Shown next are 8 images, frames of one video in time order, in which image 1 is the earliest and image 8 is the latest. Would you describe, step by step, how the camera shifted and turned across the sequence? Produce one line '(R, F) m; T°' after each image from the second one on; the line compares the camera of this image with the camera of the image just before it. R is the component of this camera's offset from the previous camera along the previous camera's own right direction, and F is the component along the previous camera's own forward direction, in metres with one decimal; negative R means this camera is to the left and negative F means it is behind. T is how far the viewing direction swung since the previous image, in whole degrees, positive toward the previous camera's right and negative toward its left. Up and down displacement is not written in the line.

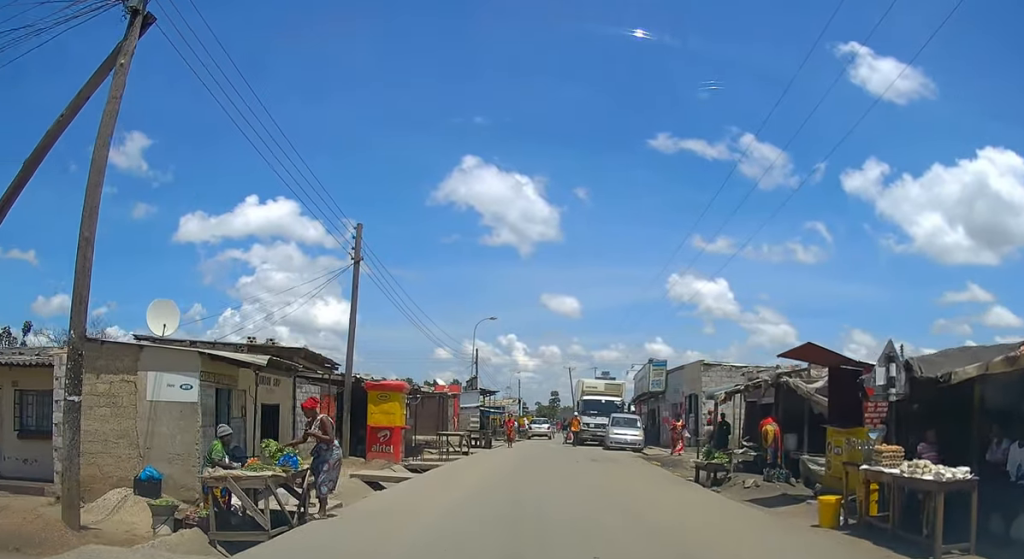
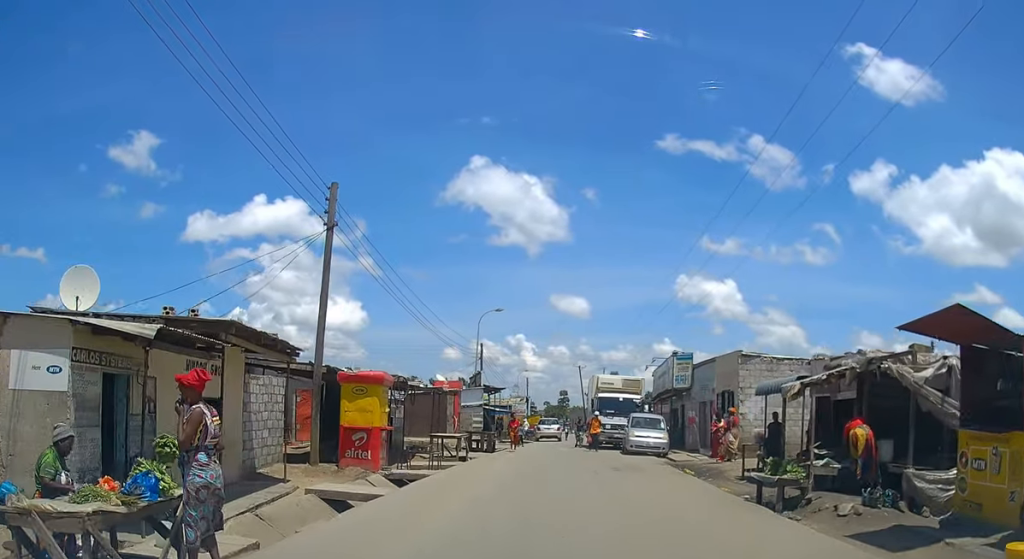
(-0.1, +4.0) m; -1°
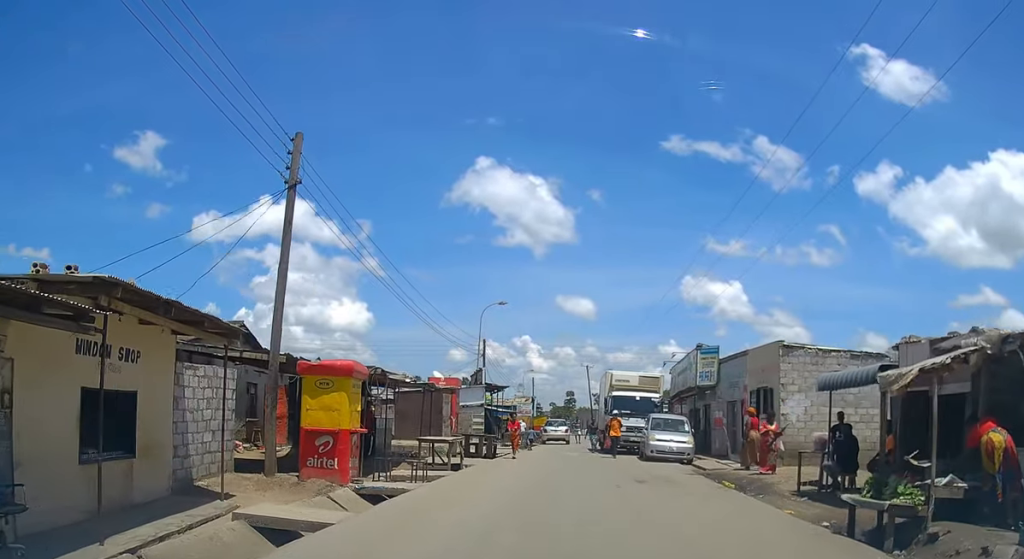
(0.0, +3.5) m; -1°
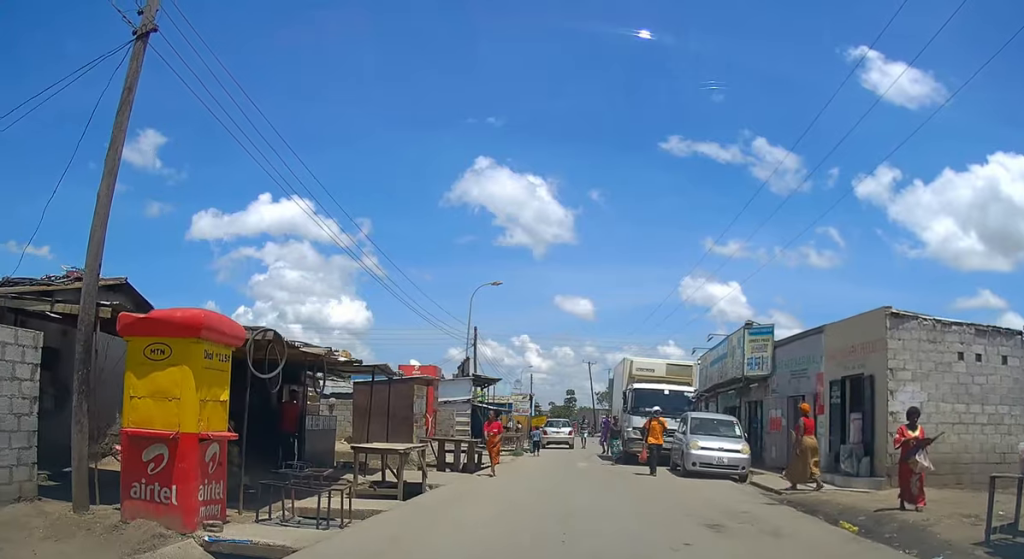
(0.0, +6.6) m; +1°
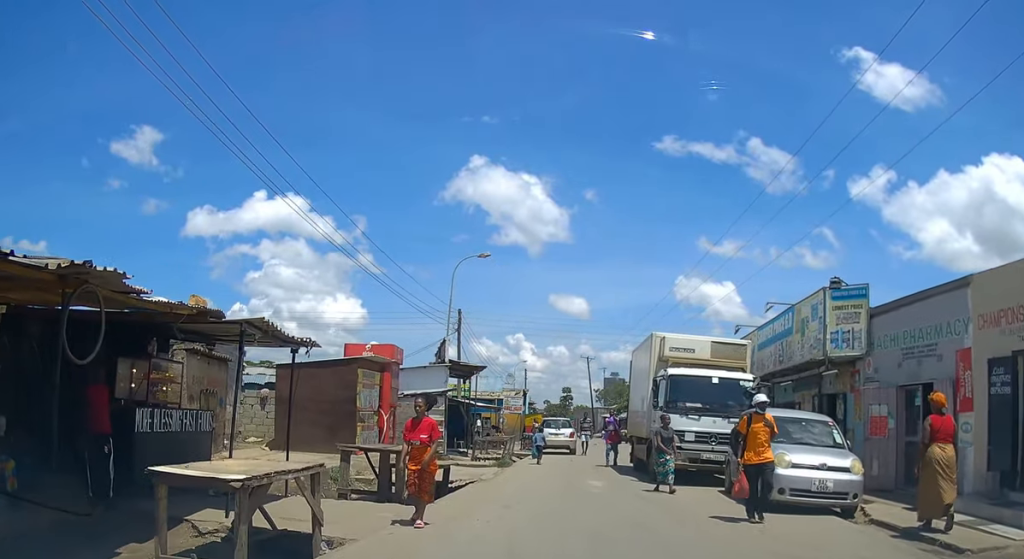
(+0.1, +7.0) m; 0°
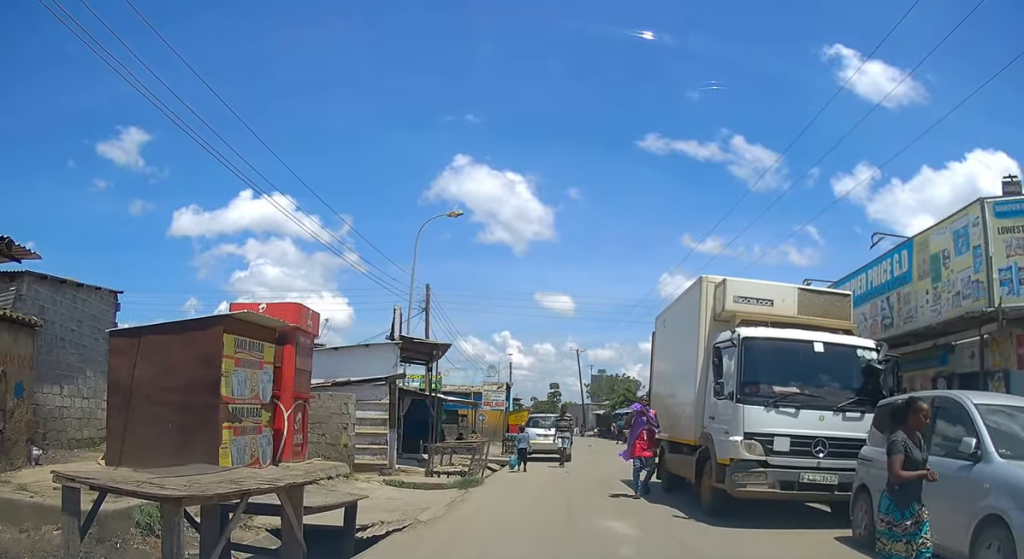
(0.0, +7.0) m; -1°
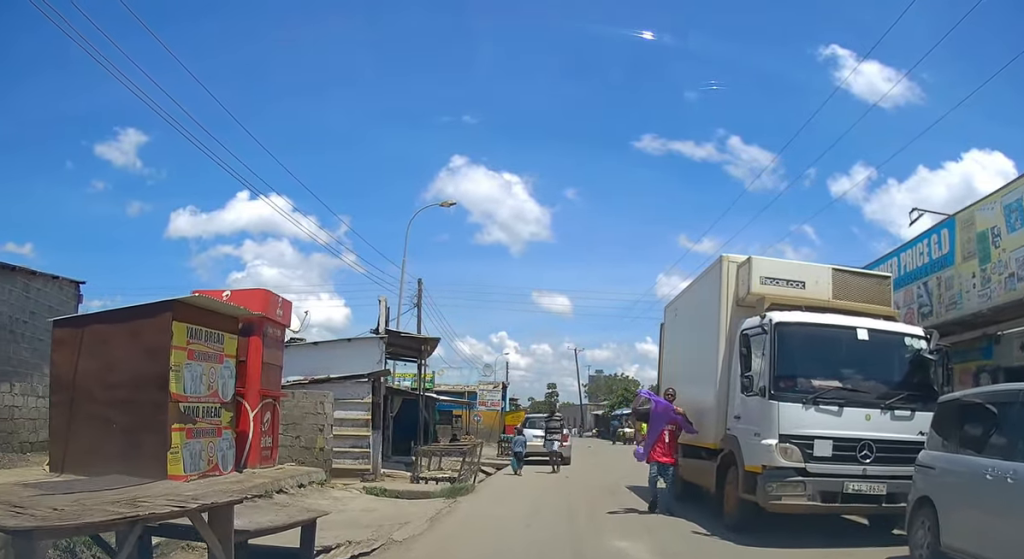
(-0.1, +1.4) m; -1°
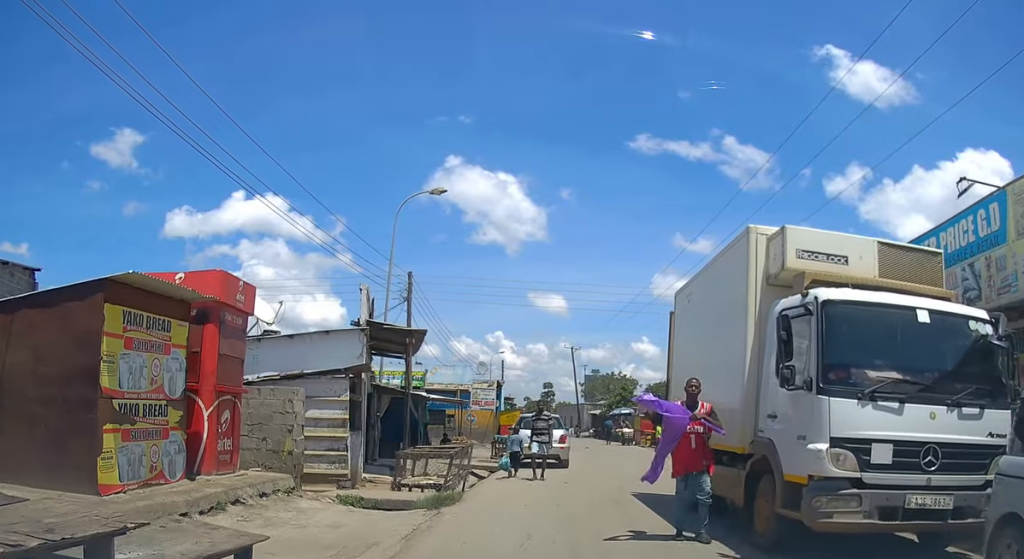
(0.0, +1.4) m; +2°
